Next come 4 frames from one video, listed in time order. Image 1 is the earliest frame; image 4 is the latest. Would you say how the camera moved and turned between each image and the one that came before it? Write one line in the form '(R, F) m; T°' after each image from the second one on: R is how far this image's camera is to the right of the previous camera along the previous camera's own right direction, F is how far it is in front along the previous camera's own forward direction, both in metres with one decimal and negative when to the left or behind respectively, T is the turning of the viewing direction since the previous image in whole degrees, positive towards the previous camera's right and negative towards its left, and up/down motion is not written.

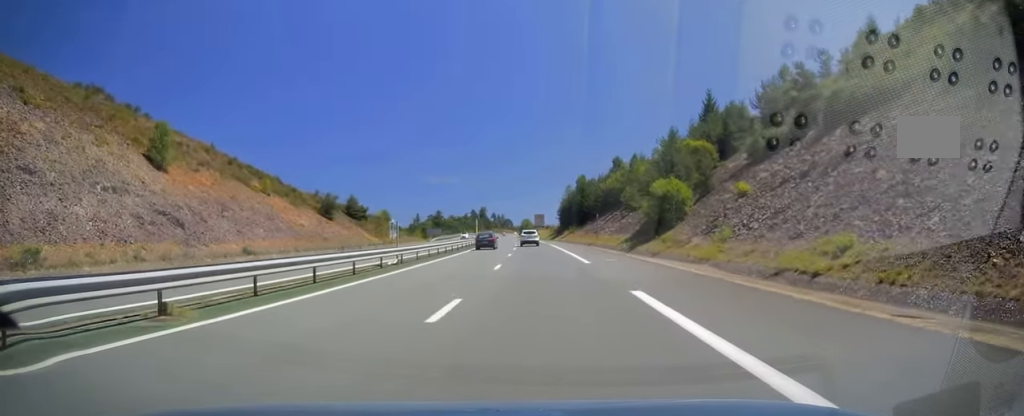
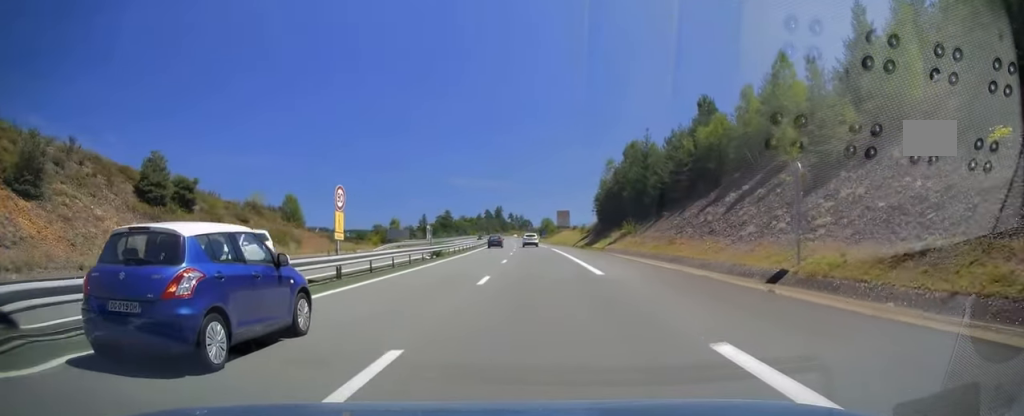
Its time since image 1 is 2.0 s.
(-0.8, +57.2) m; -3°
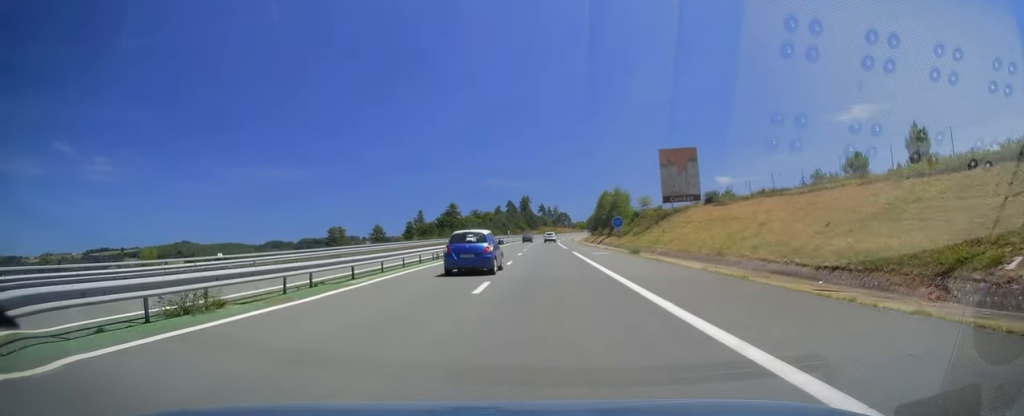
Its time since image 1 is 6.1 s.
(-4.0, +119.6) m; -4°
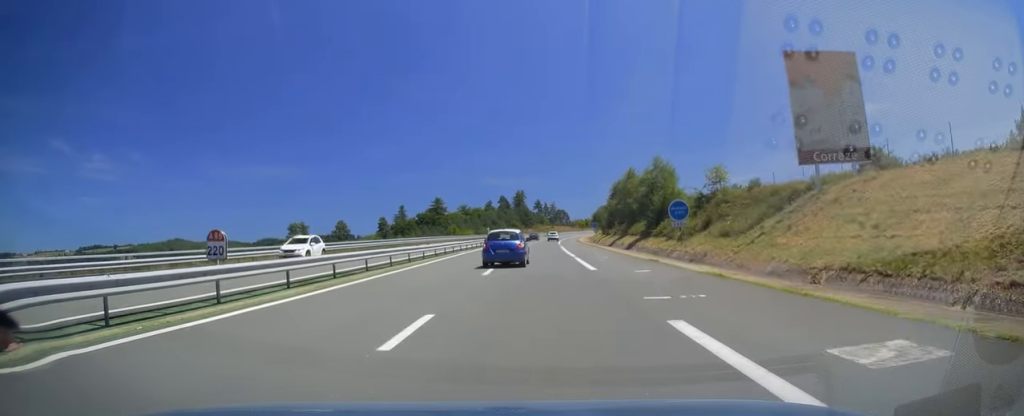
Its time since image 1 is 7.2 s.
(0.0, +32.8) m; 0°
